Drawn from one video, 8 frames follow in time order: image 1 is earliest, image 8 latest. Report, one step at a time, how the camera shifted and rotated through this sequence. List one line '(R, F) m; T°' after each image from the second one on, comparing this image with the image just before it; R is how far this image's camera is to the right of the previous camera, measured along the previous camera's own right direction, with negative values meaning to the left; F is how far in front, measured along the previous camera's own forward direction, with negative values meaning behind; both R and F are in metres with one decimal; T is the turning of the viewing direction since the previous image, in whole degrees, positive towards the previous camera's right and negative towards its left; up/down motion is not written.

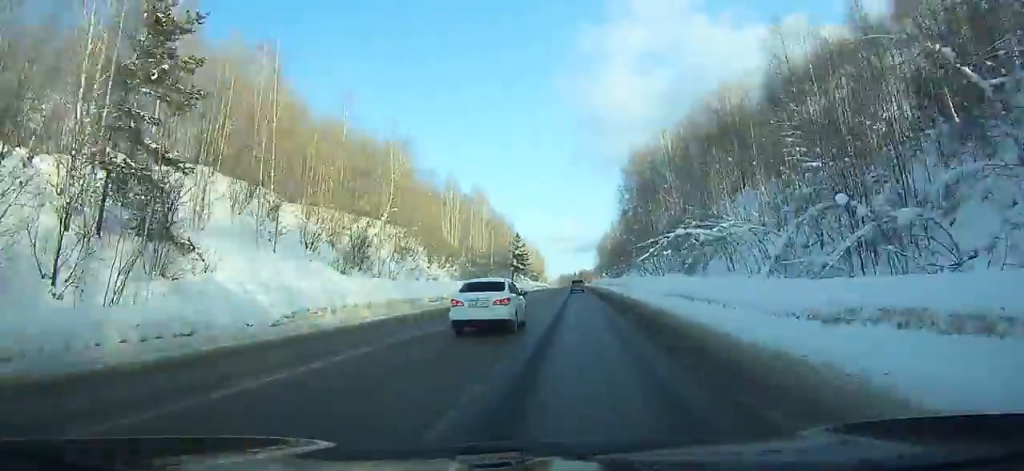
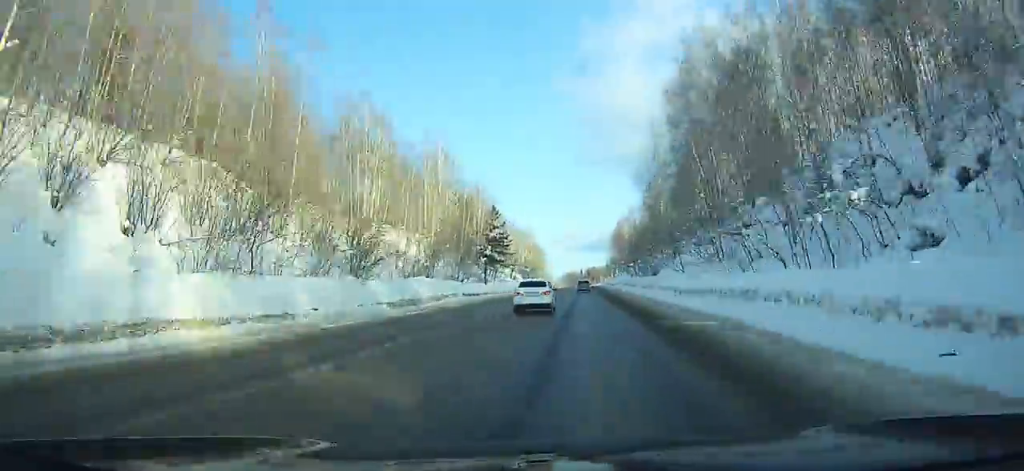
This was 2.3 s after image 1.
(-0.2, +50.2) m; 0°
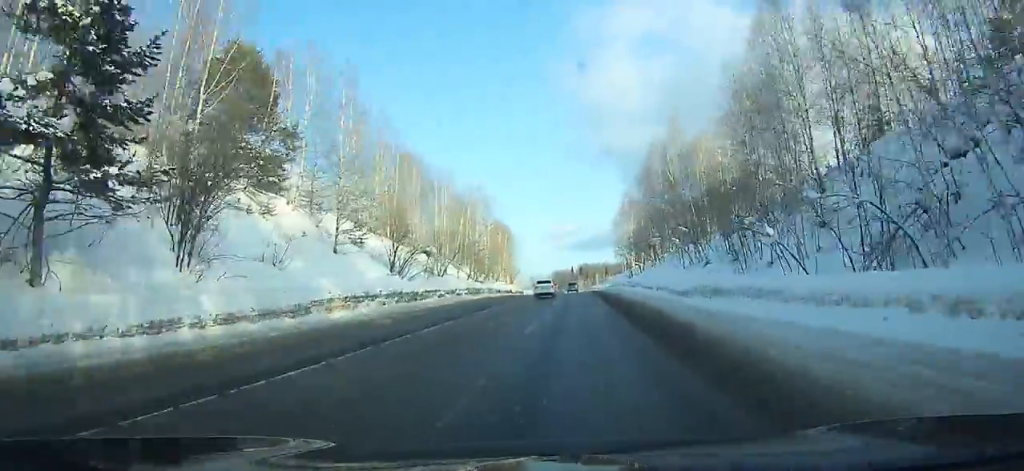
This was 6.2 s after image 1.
(+0.4, +82.9) m; +1°
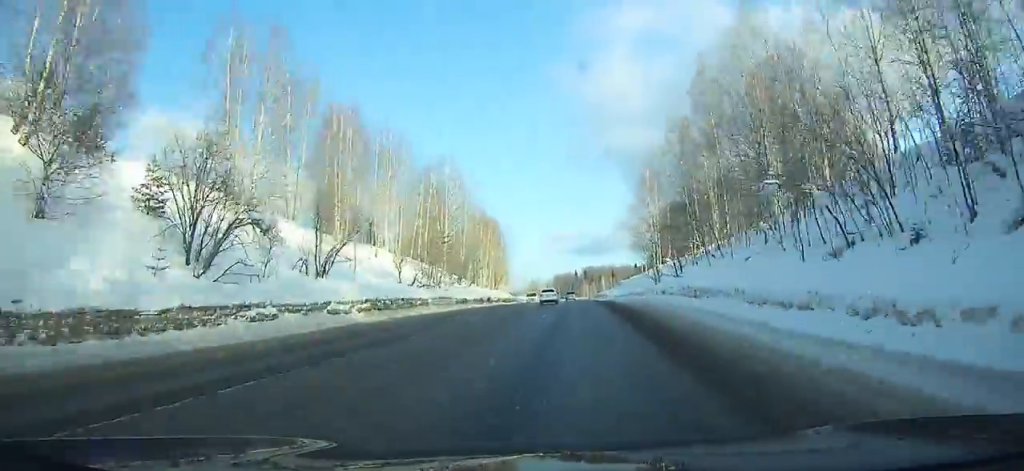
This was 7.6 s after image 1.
(+0.2, +29.4) m; 0°
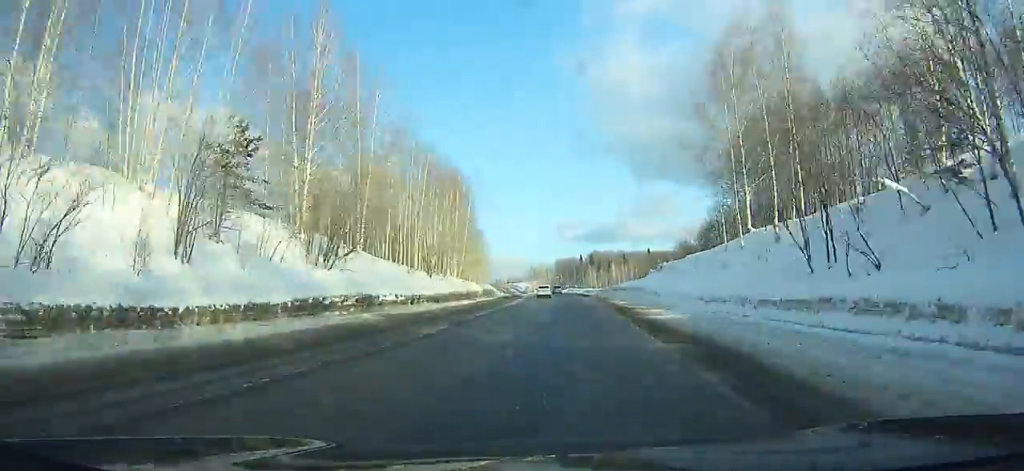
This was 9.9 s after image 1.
(-0.2, +48.4) m; -1°
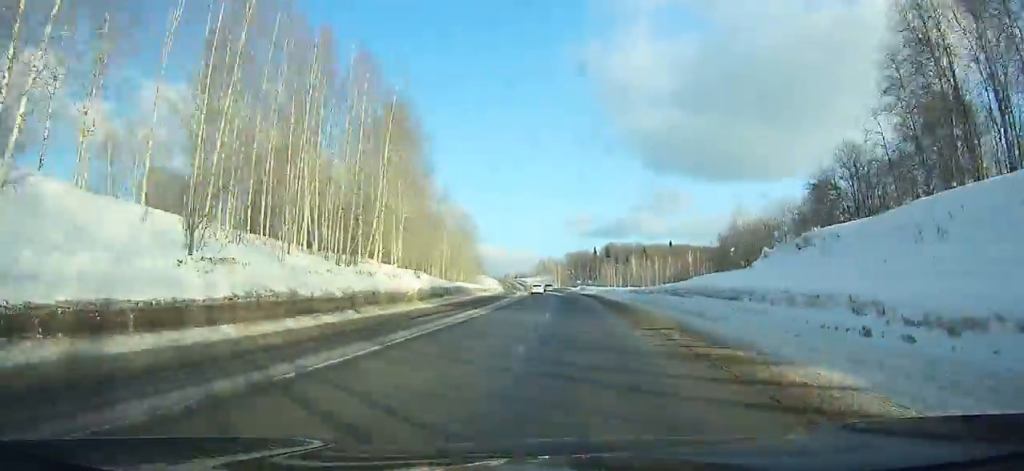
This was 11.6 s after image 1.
(-0.1, +36.0) m; -1°
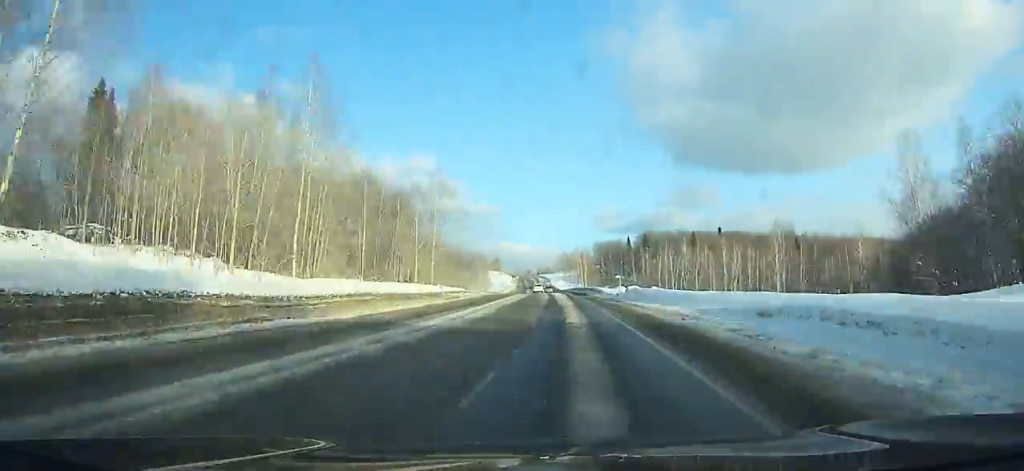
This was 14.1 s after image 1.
(-0.9, +53.8) m; -3°
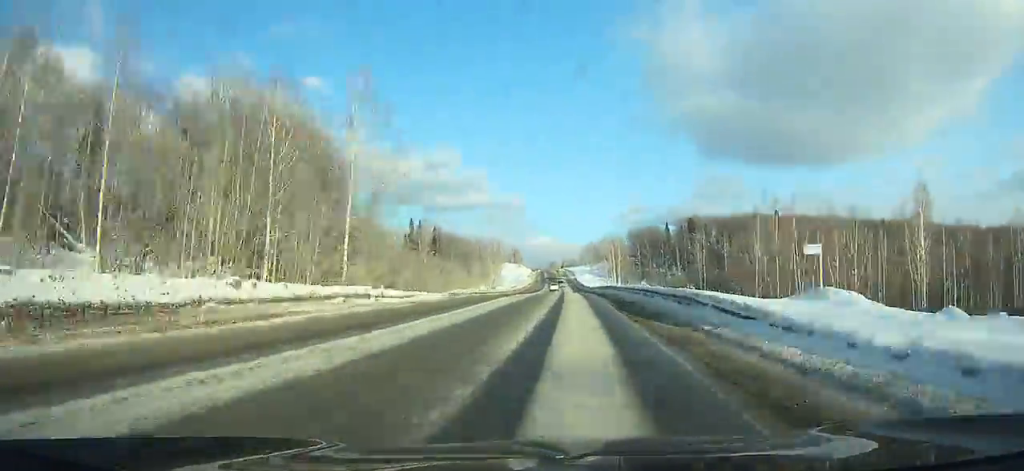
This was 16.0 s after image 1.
(-1.3, +42.2) m; -2°
